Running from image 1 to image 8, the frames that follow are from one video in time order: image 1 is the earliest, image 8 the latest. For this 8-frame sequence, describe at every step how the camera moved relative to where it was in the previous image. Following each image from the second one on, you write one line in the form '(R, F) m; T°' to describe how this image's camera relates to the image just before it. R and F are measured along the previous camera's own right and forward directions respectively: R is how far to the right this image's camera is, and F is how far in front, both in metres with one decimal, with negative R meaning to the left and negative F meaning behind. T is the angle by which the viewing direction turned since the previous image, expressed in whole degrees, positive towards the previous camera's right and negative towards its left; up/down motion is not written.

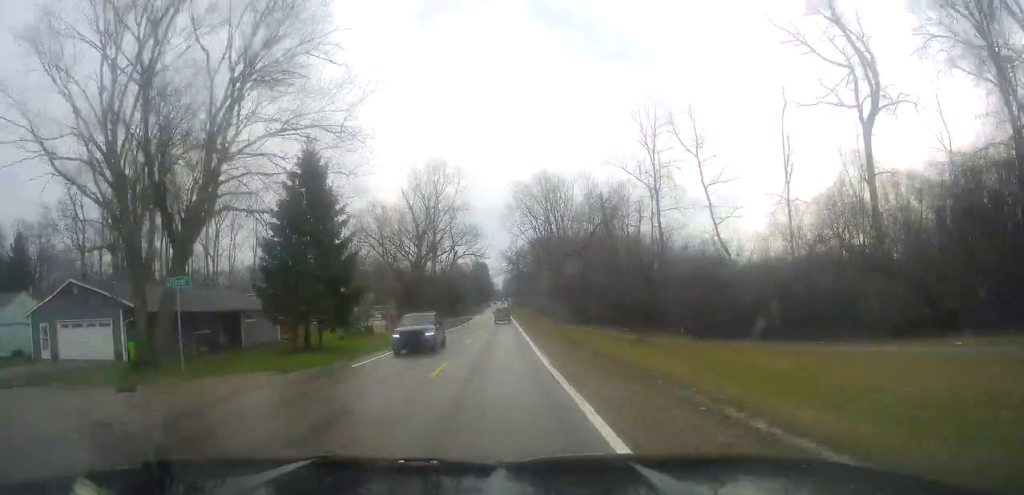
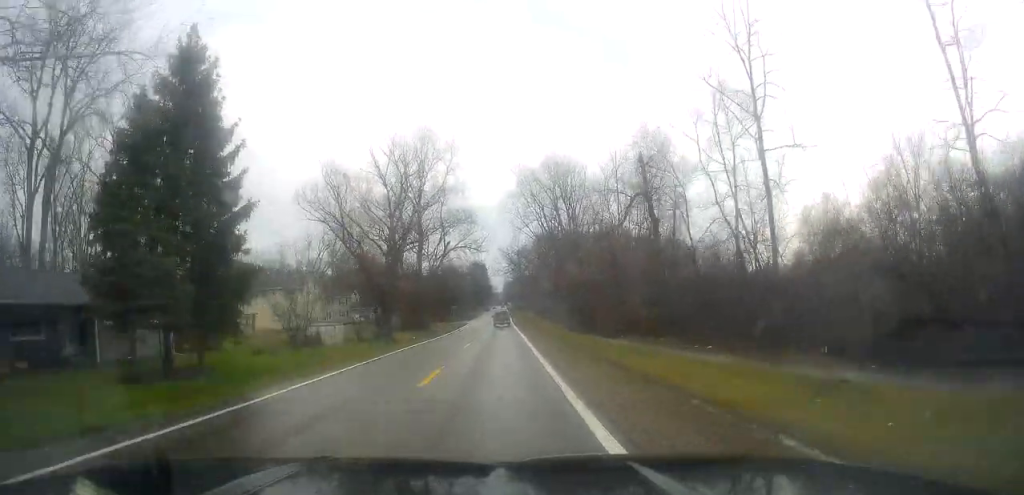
(+0.2, +17.6) m; 0°
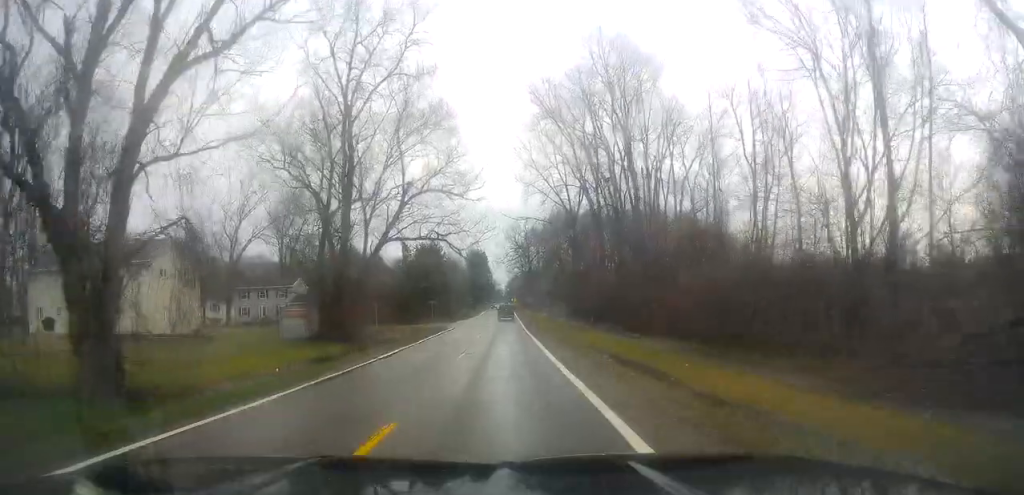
(-0.7, +39.6) m; -1°
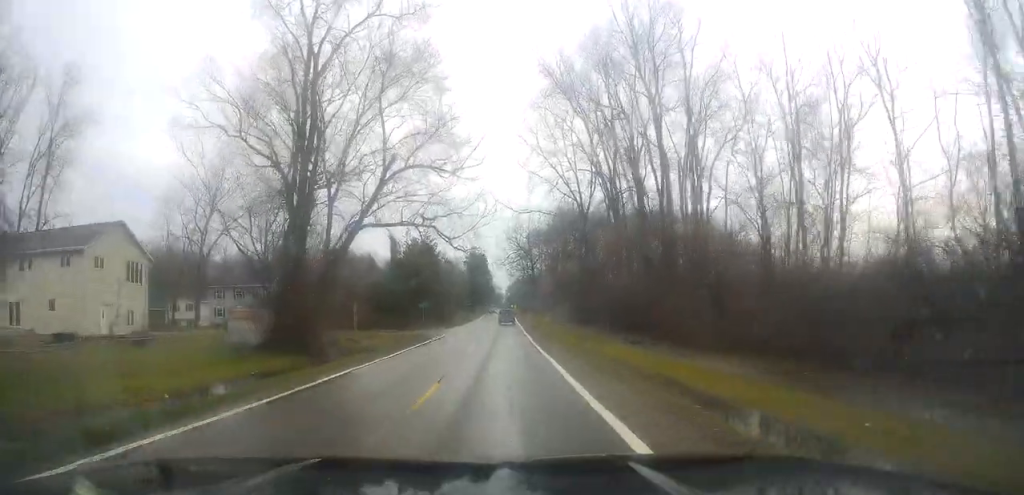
(-0.1, +9.1) m; +1°
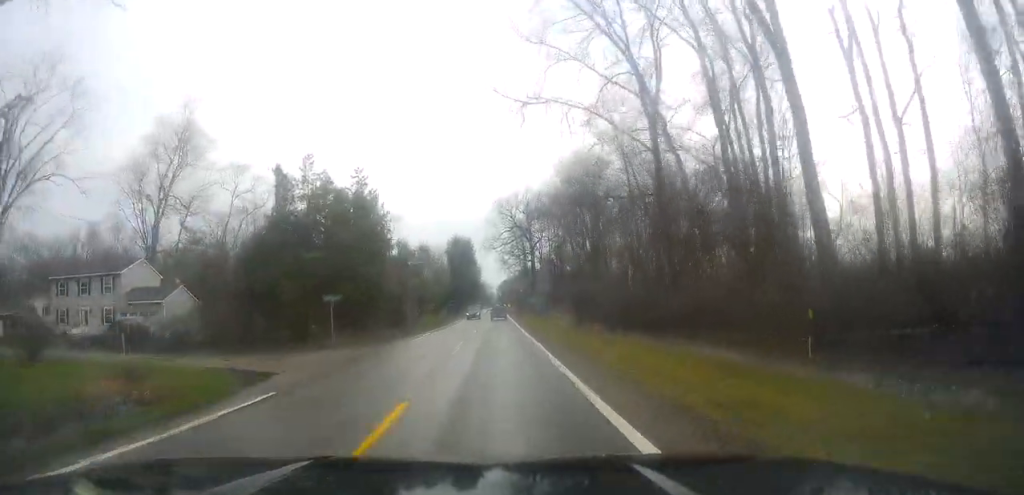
(0.0, +35.3) m; -2°
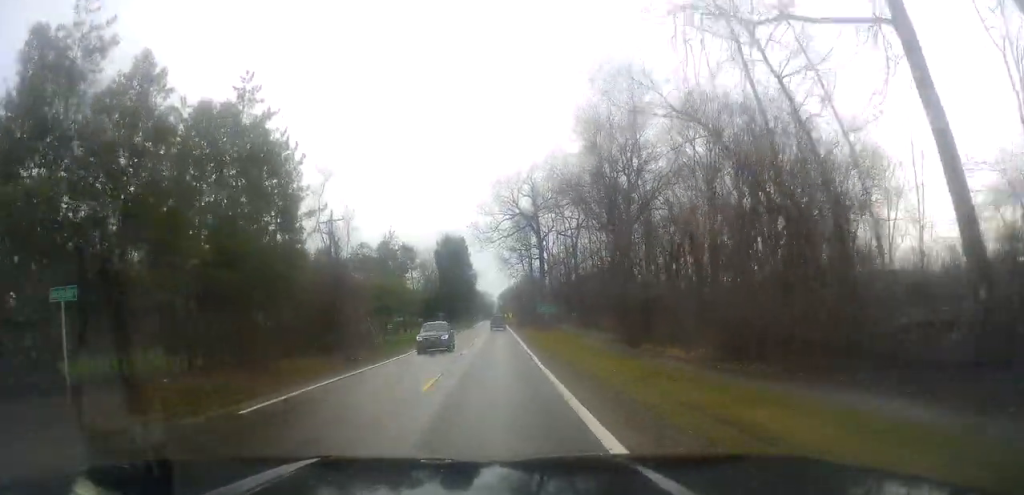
(+0.1, +23.0) m; +2°
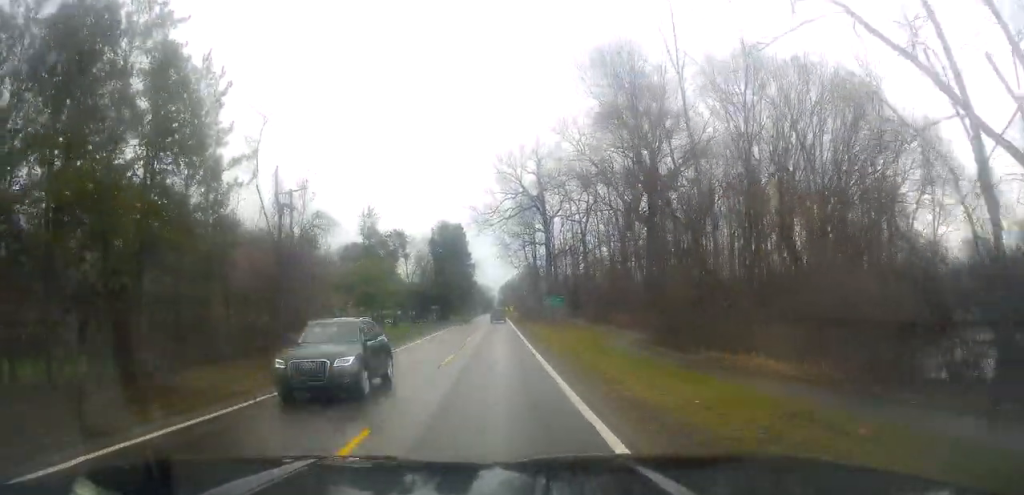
(+0.2, +9.7) m; +1°
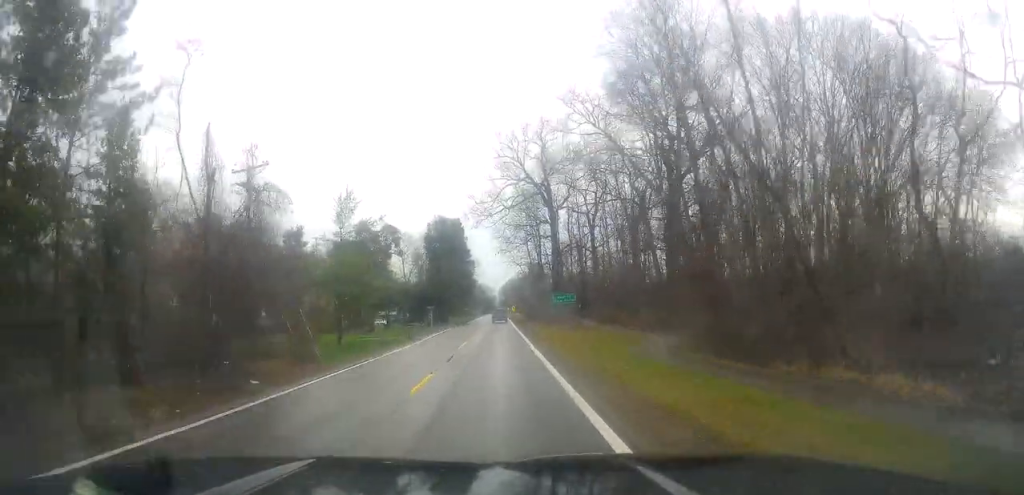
(+0.1, +7.2) m; 0°
